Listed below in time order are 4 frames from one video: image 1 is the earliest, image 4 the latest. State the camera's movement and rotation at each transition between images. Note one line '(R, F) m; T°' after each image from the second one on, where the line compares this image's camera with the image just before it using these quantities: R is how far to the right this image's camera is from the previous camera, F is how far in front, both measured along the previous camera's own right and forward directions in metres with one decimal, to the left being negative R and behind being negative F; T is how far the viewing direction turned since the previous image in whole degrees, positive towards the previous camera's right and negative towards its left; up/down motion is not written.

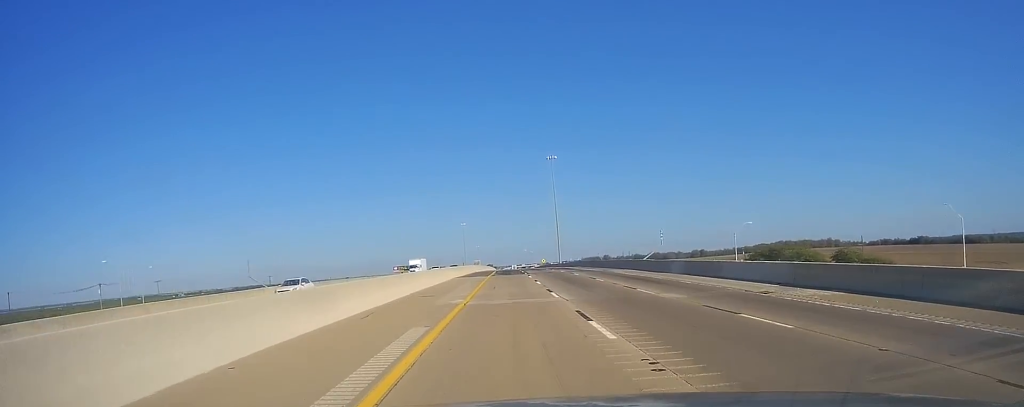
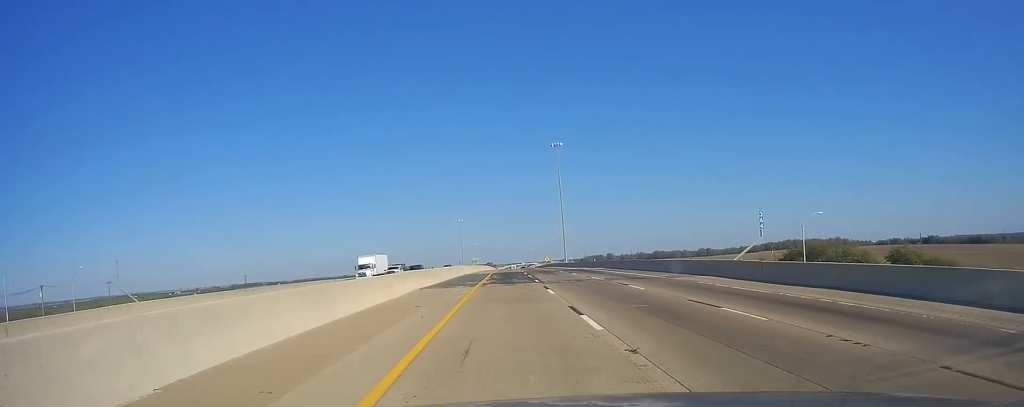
(+0.9, +22.9) m; +1°
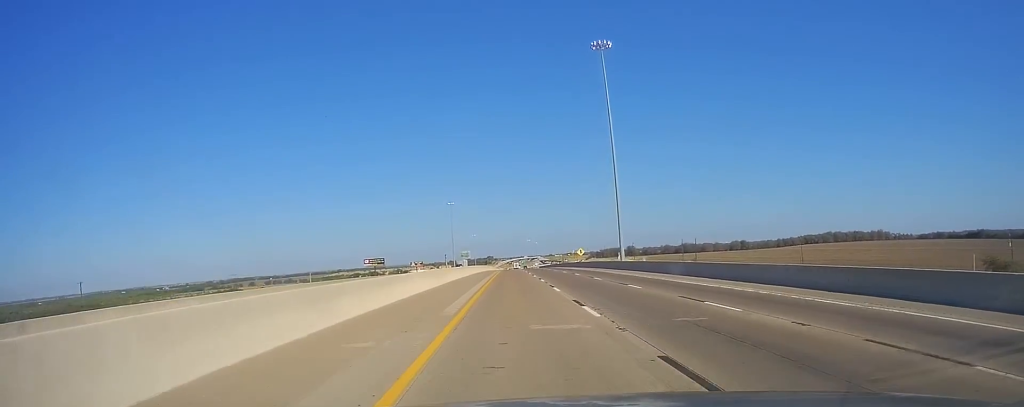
(-1.8, +93.6) m; -1°
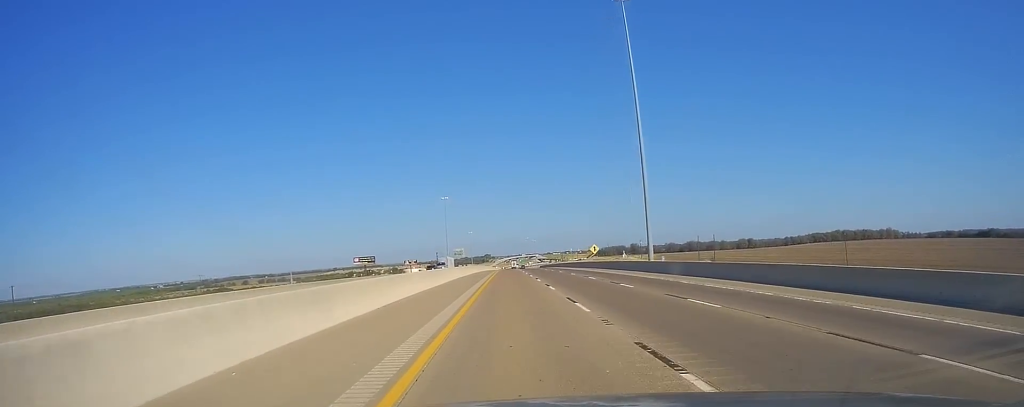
(+0.1, +22.5) m; +1°
